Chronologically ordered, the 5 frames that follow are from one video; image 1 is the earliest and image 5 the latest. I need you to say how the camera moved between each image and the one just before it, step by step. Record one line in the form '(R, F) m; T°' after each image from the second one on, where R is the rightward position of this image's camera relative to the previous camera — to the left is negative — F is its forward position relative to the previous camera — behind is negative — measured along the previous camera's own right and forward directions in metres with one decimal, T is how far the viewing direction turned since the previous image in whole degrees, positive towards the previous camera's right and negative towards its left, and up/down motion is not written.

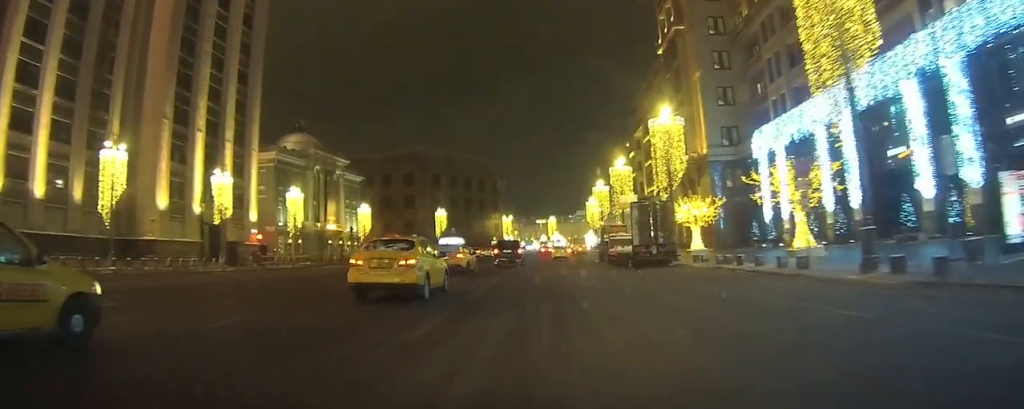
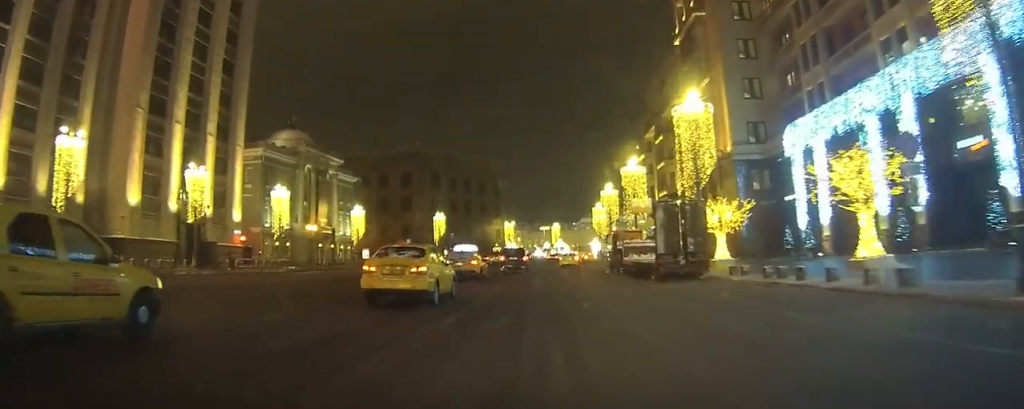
(+0.1, +6.4) m; 0°
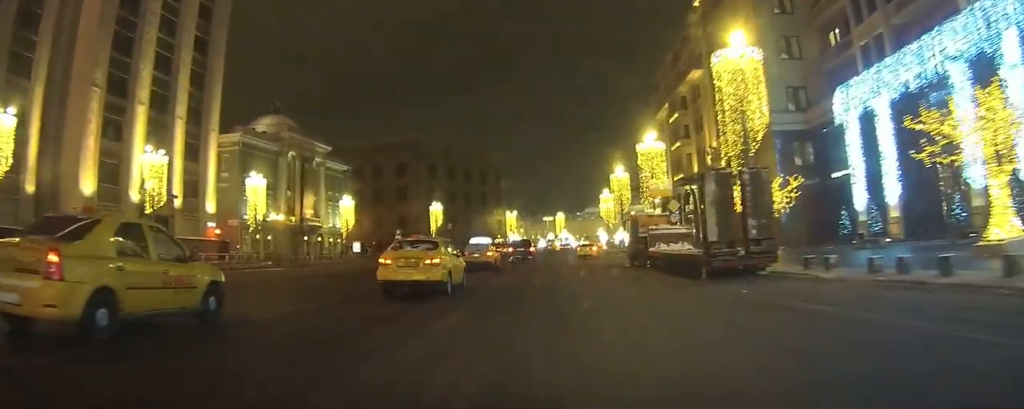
(0.0, +8.2) m; -1°
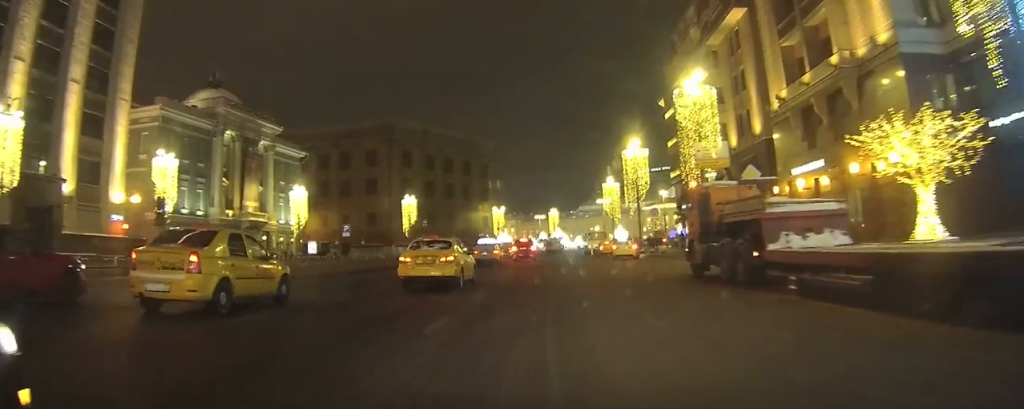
(-0.3, +17.5) m; 0°
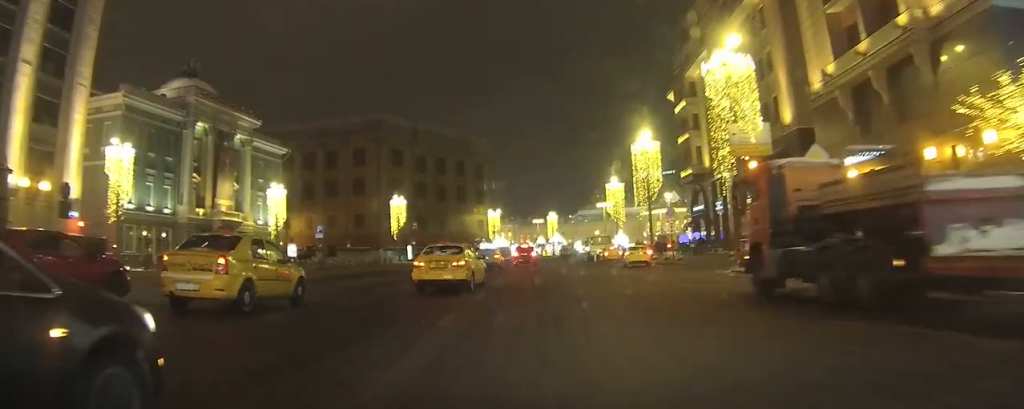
(0.0, +6.5) m; +1°
